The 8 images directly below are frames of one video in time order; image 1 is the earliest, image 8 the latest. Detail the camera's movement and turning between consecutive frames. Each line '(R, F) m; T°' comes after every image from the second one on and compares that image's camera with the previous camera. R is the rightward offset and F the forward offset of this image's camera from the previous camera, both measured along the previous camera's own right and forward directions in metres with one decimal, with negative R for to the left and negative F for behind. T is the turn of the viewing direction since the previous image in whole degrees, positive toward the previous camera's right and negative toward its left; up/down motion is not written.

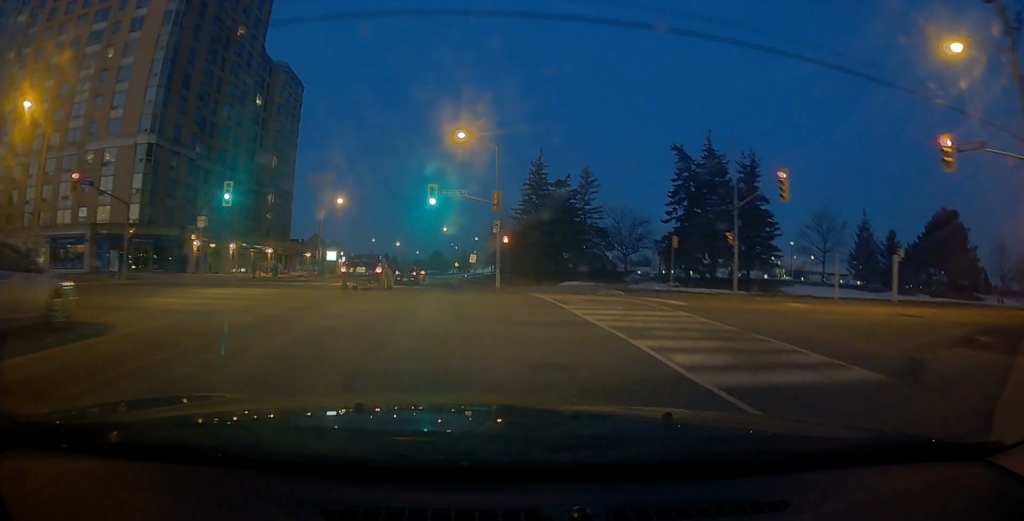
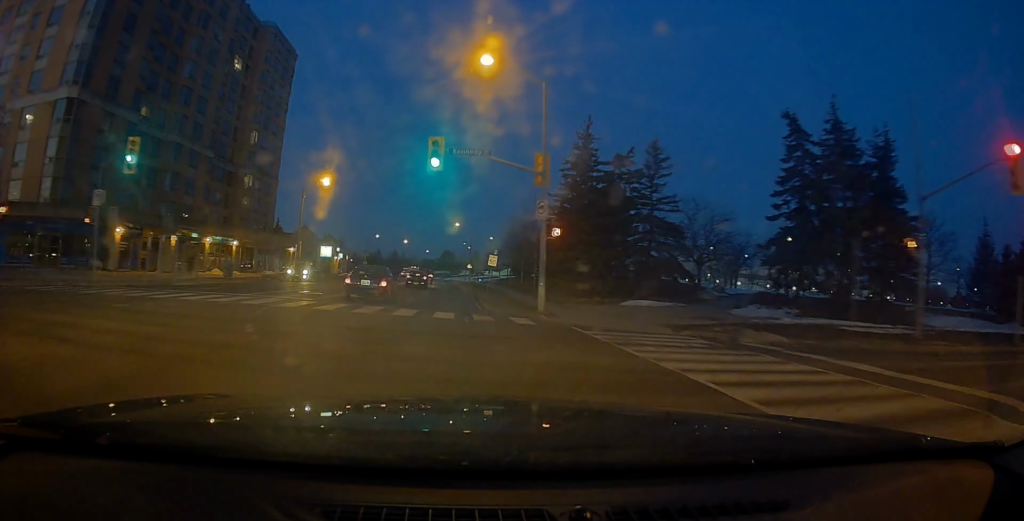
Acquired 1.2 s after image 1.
(-0.4, +14.5) m; -1°
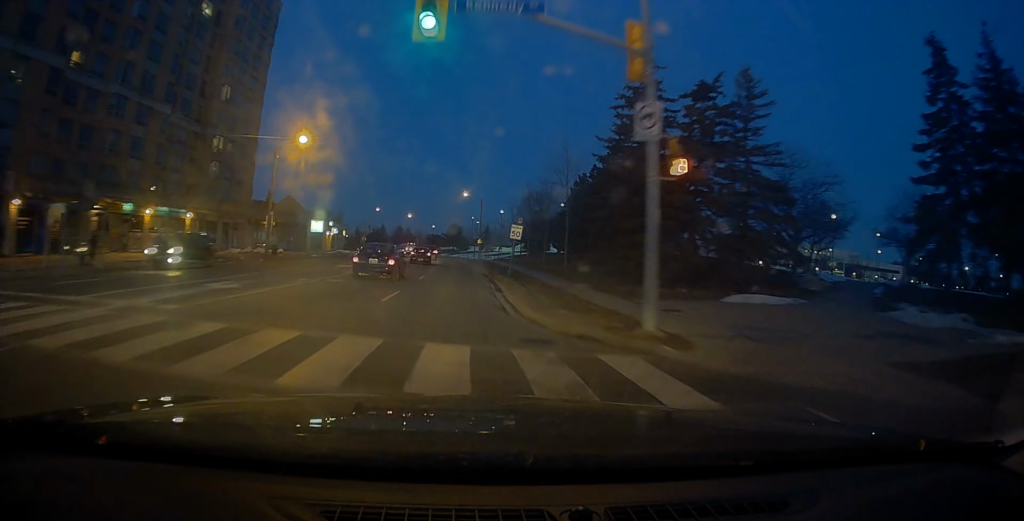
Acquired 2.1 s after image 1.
(+0.3, +11.2) m; 0°
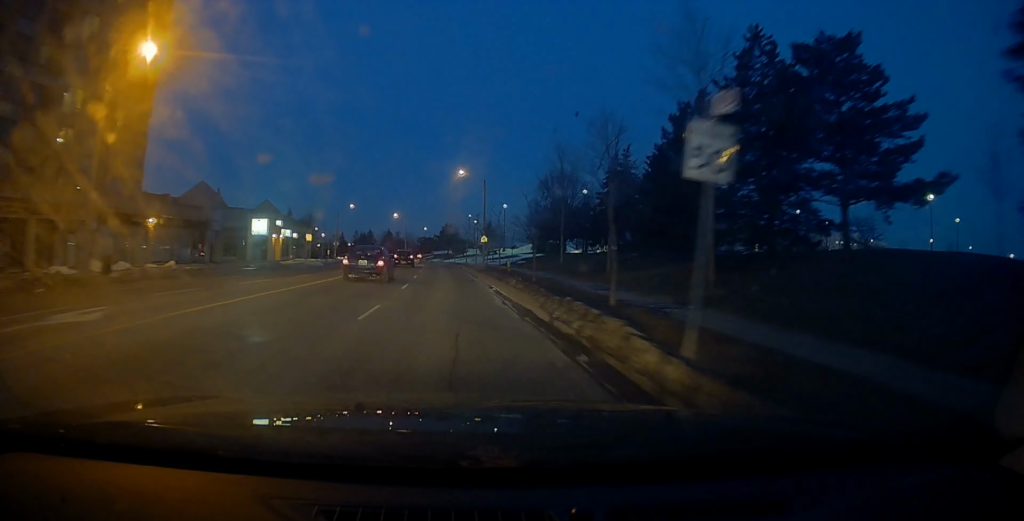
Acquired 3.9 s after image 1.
(-0.4, +24.1) m; -1°
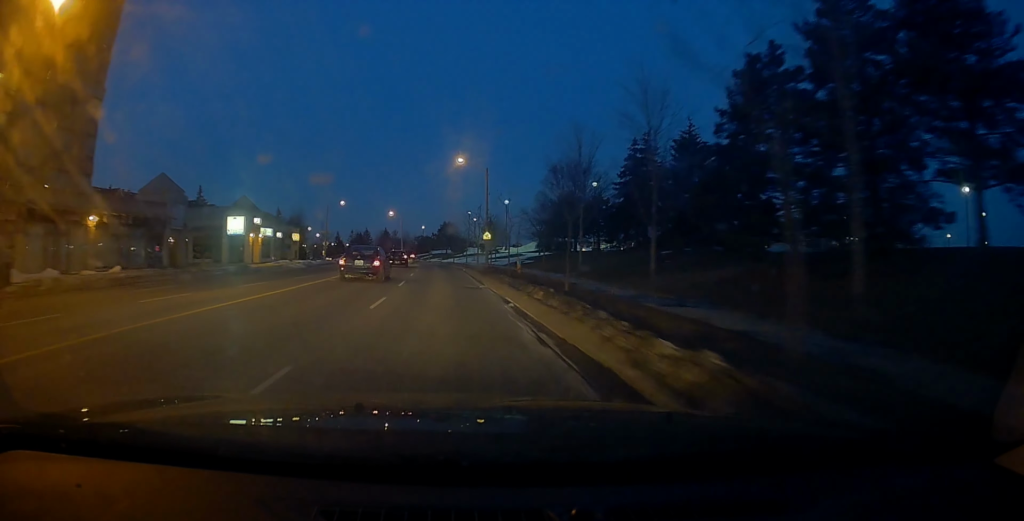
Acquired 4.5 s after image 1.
(-0.1, +7.1) m; 0°
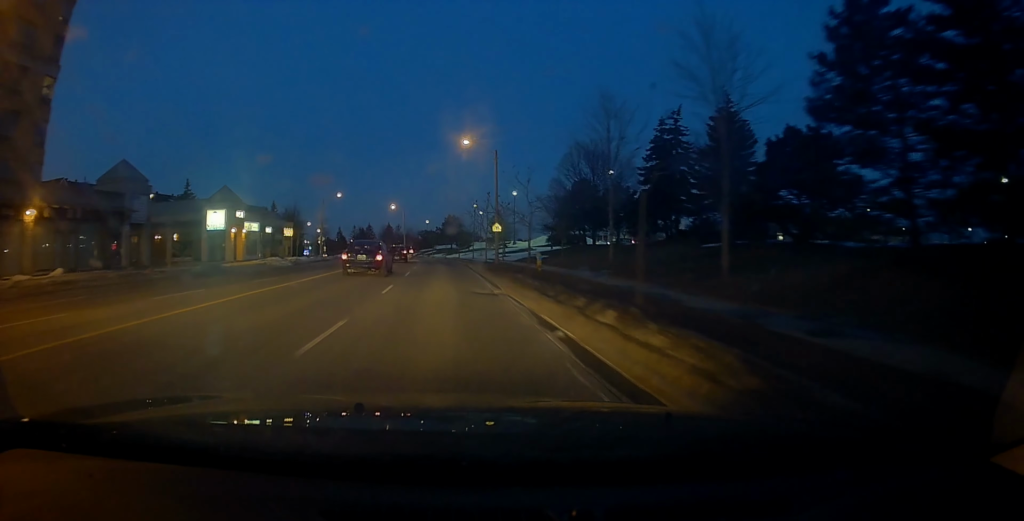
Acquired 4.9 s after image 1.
(0.0, +6.2) m; 0°
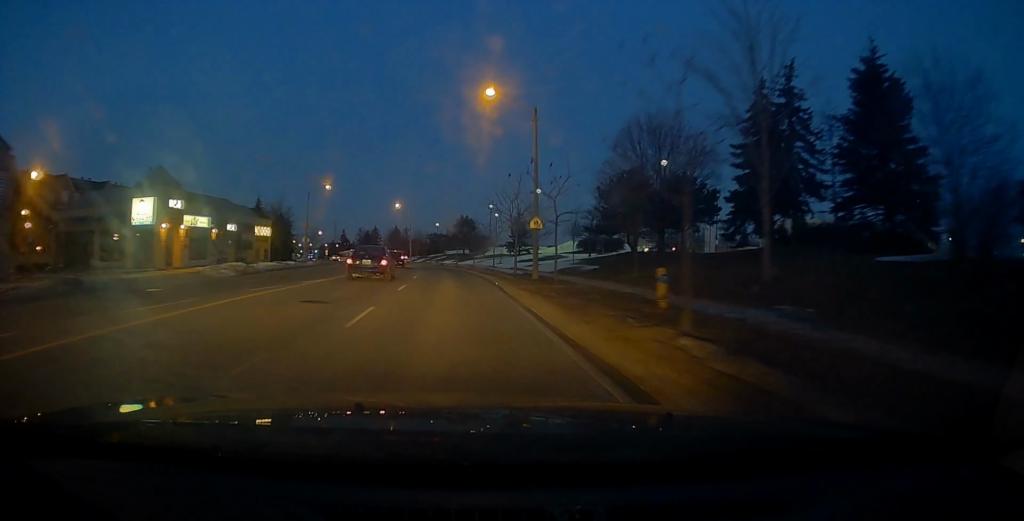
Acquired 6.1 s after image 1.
(-0.1, +15.1) m; -2°
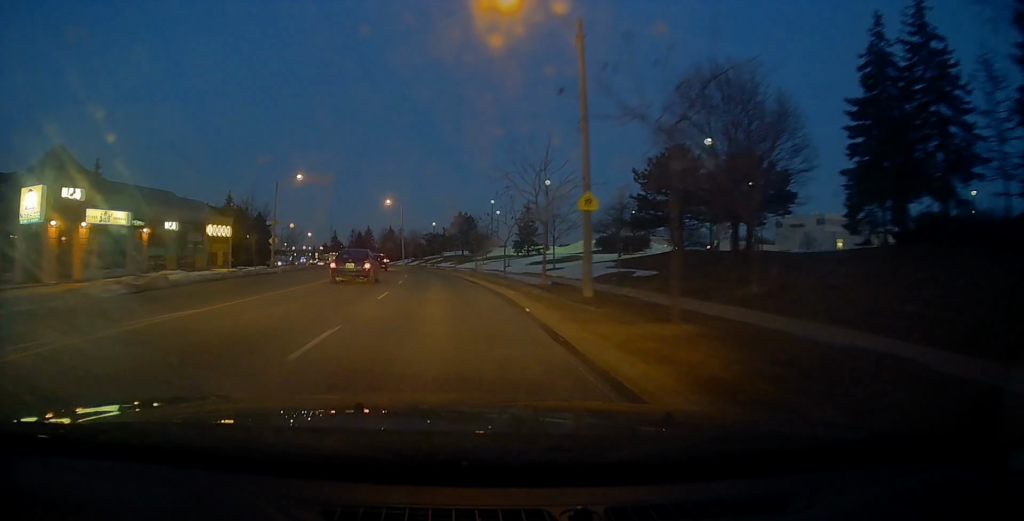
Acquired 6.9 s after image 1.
(-0.3, +11.7) m; -1°
